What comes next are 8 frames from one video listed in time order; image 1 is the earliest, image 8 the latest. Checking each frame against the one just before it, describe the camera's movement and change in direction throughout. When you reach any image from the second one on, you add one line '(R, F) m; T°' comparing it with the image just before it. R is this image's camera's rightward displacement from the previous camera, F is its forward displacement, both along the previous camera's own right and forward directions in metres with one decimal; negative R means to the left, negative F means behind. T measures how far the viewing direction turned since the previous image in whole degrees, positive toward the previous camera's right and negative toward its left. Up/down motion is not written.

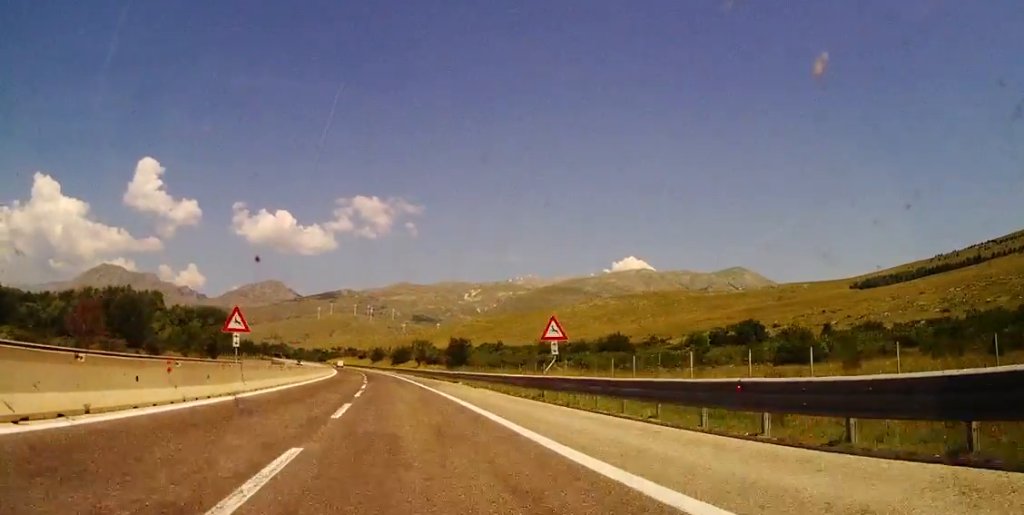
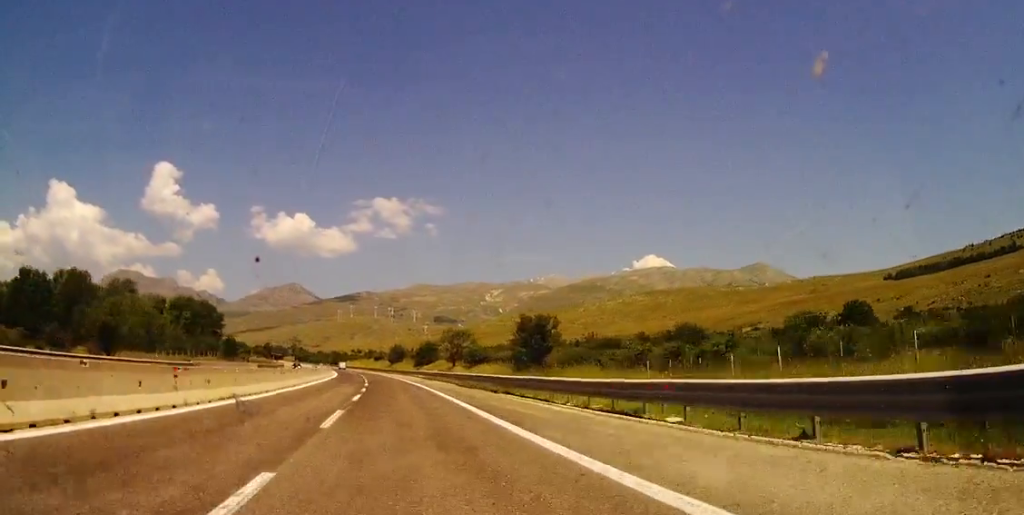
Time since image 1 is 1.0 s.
(-0.6, +37.6) m; -2°
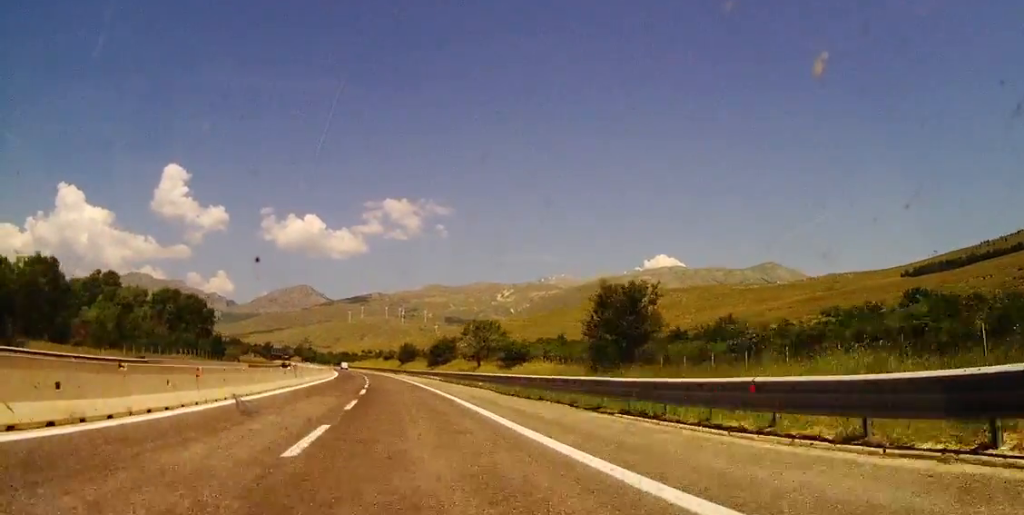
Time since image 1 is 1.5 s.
(-0.3, +16.9) m; -1°
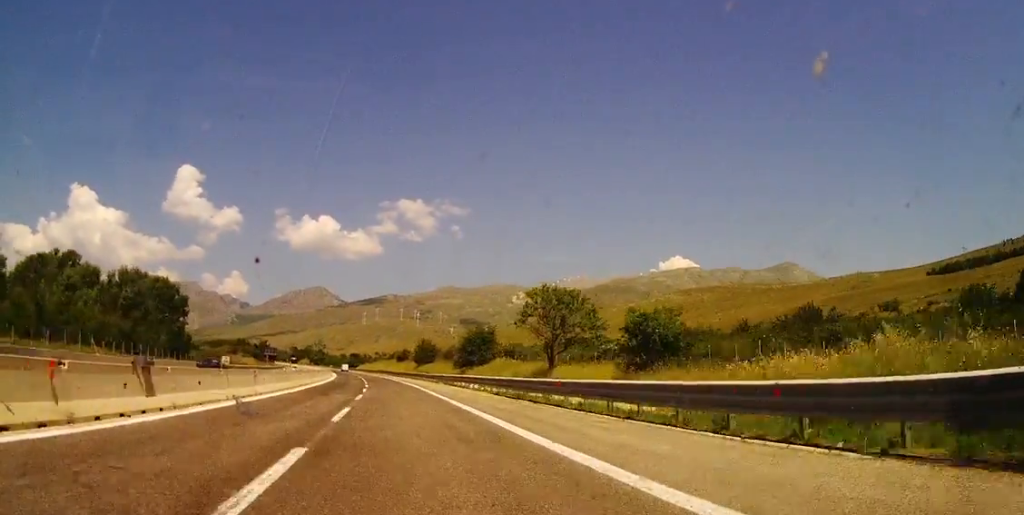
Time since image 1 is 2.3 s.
(-0.5, +28.0) m; -1°
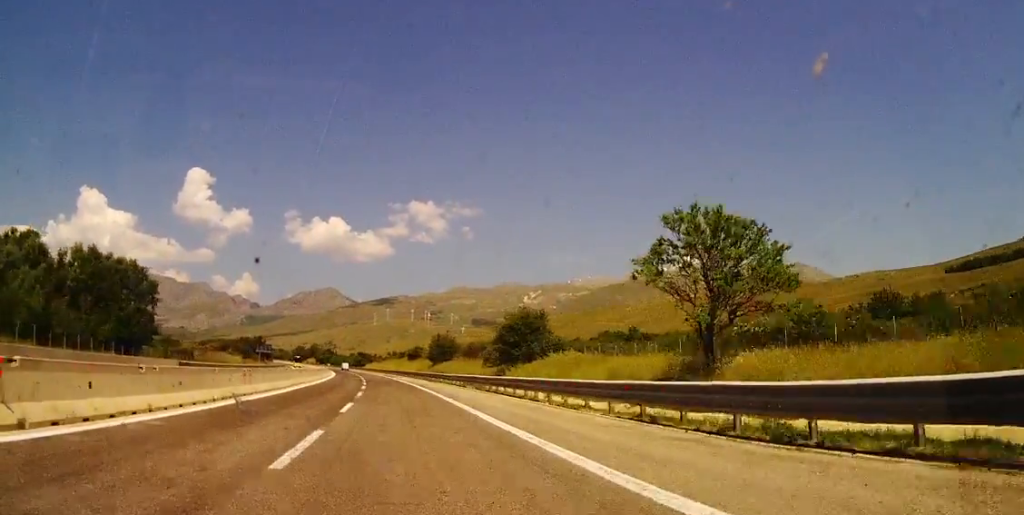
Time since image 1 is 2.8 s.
(-0.1, +20.7) m; -1°
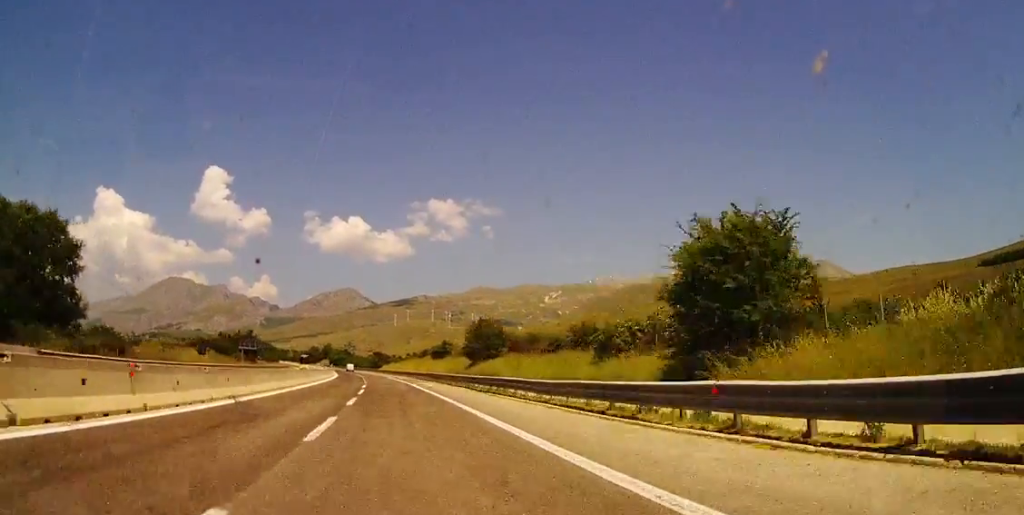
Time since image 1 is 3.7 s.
(-0.3, +31.8) m; -1°
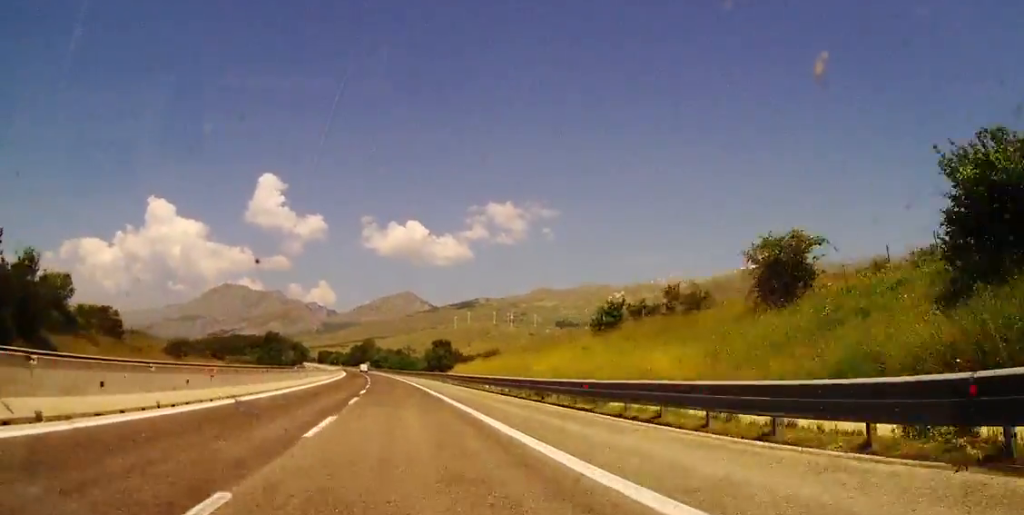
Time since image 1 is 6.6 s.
(-5.7, +104.4) m; -8°
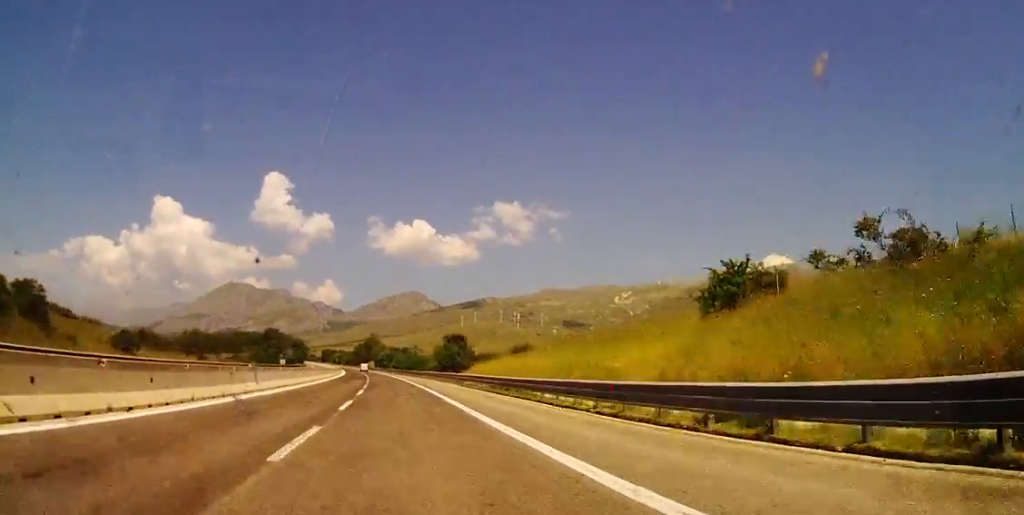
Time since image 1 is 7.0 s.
(-0.2, +15.4) m; -1°
